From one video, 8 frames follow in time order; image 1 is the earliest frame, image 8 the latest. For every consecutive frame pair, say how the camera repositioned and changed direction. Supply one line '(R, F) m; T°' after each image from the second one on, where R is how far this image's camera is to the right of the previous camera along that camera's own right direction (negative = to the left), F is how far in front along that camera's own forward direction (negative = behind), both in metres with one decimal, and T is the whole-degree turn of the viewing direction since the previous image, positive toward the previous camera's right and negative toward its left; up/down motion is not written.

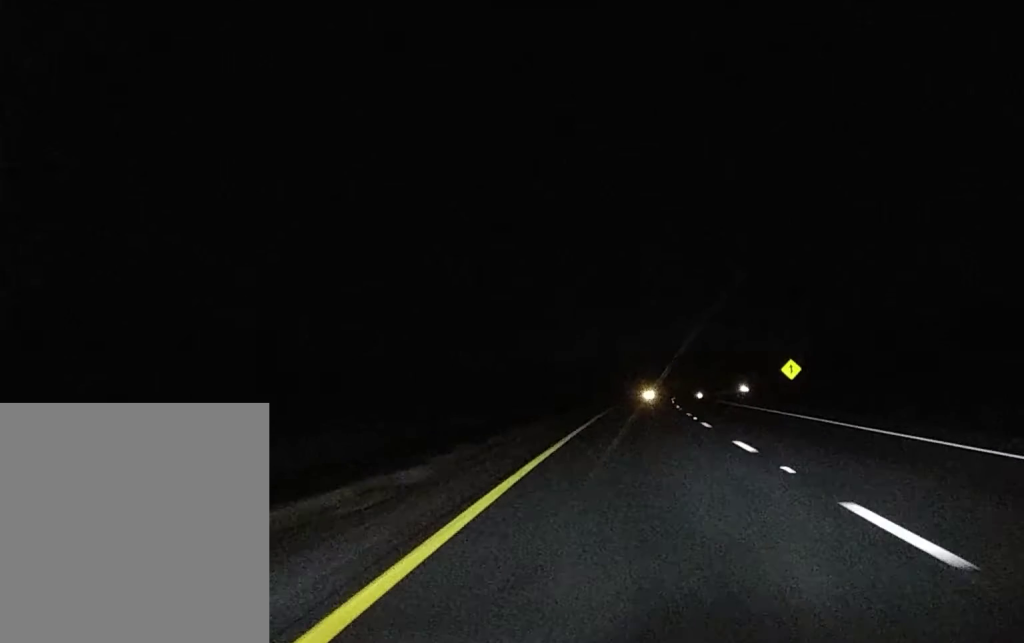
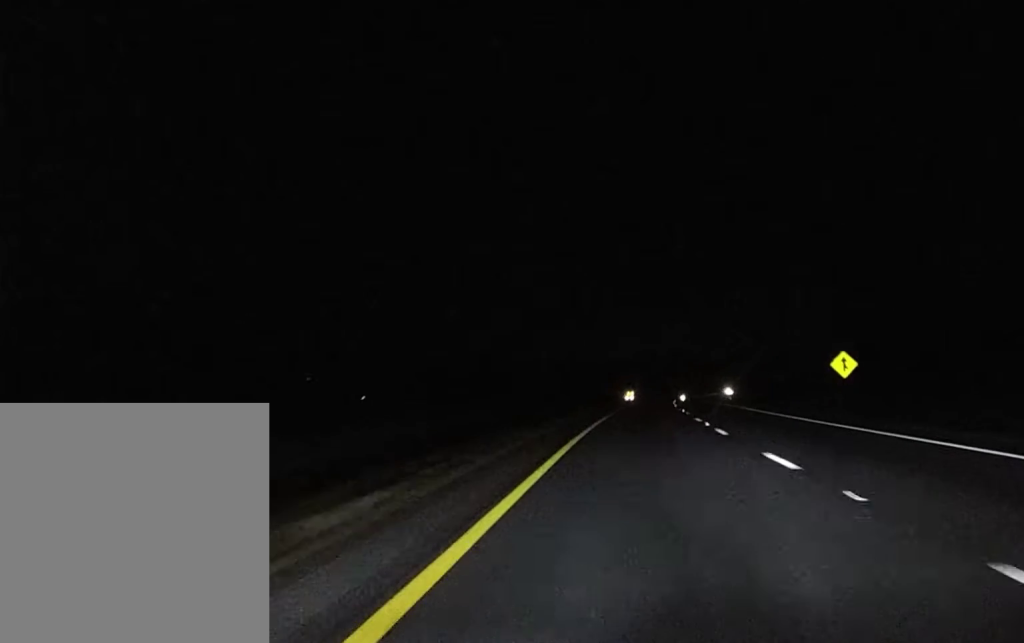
(+0.1, +26.5) m; +1°
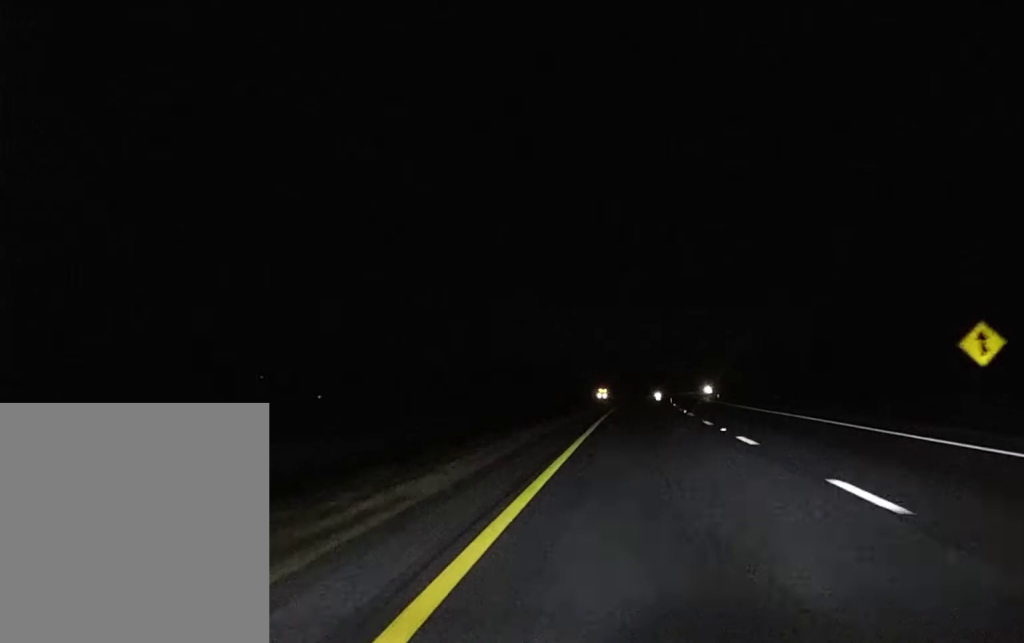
(+0.2, +30.7) m; +1°
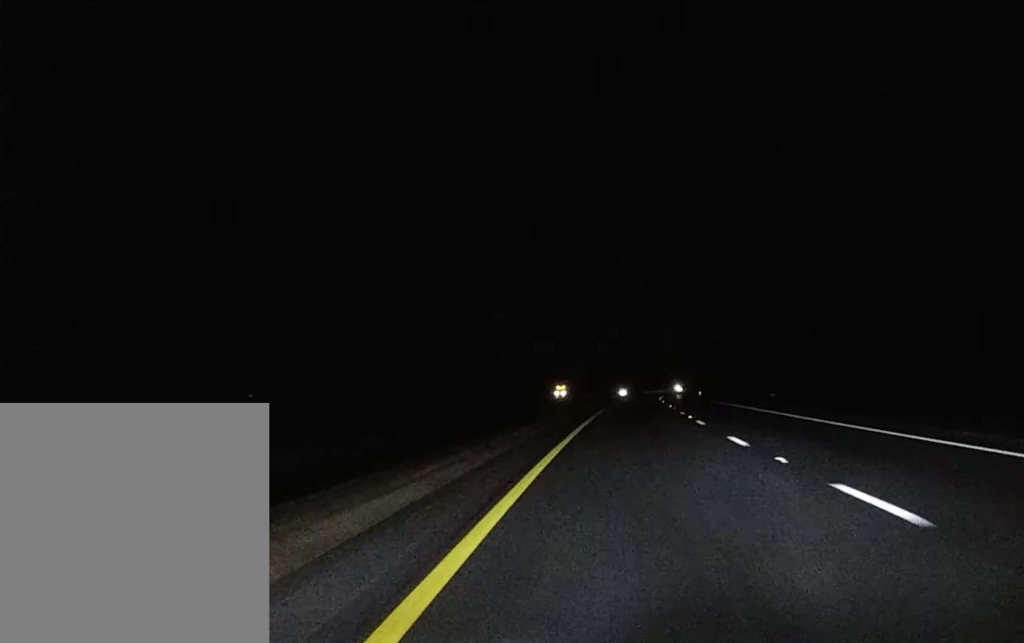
(+0.4, +37.0) m; +1°
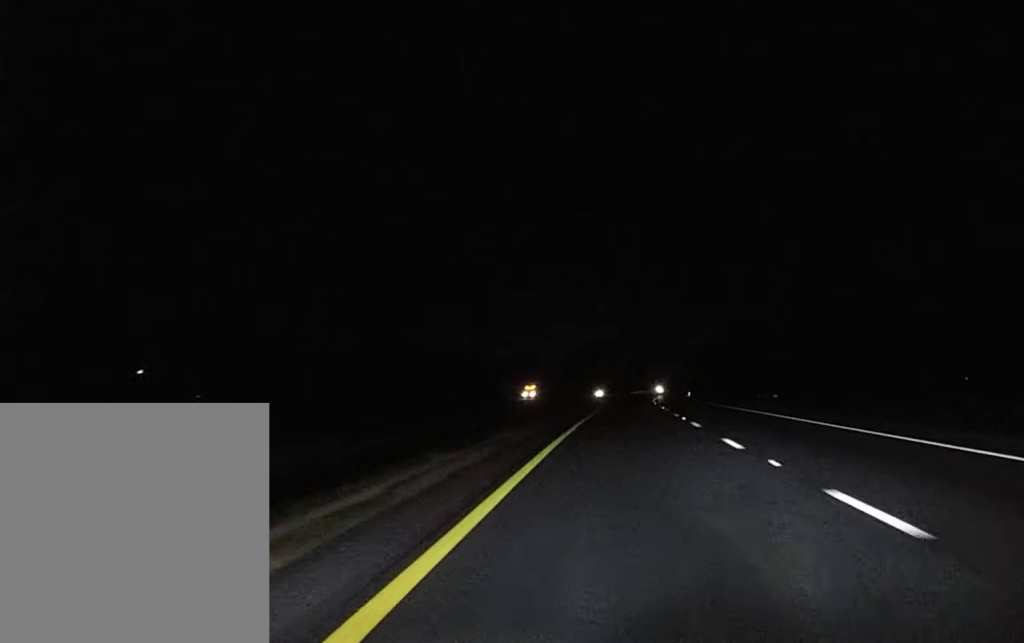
(+0.1, +25.6) m; 0°
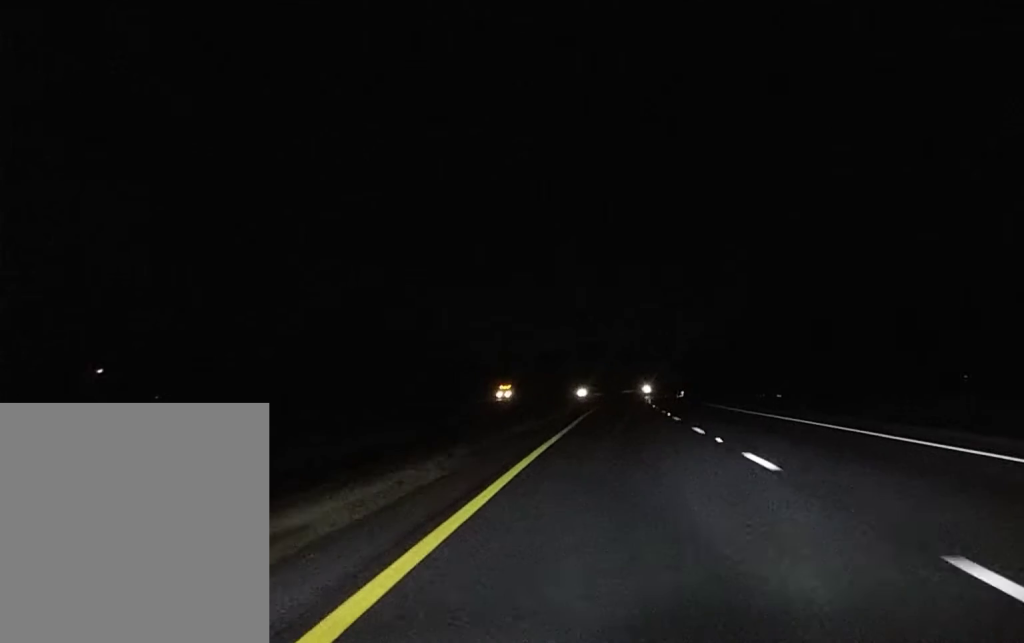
(0.0, +16.2) m; 0°
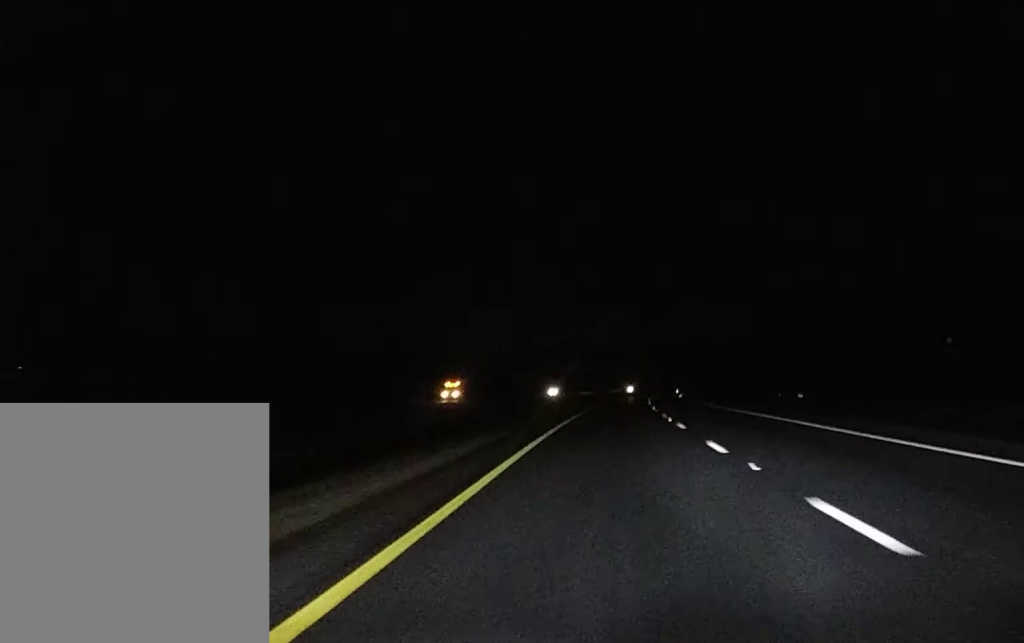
(+0.1, +32.5) m; 0°
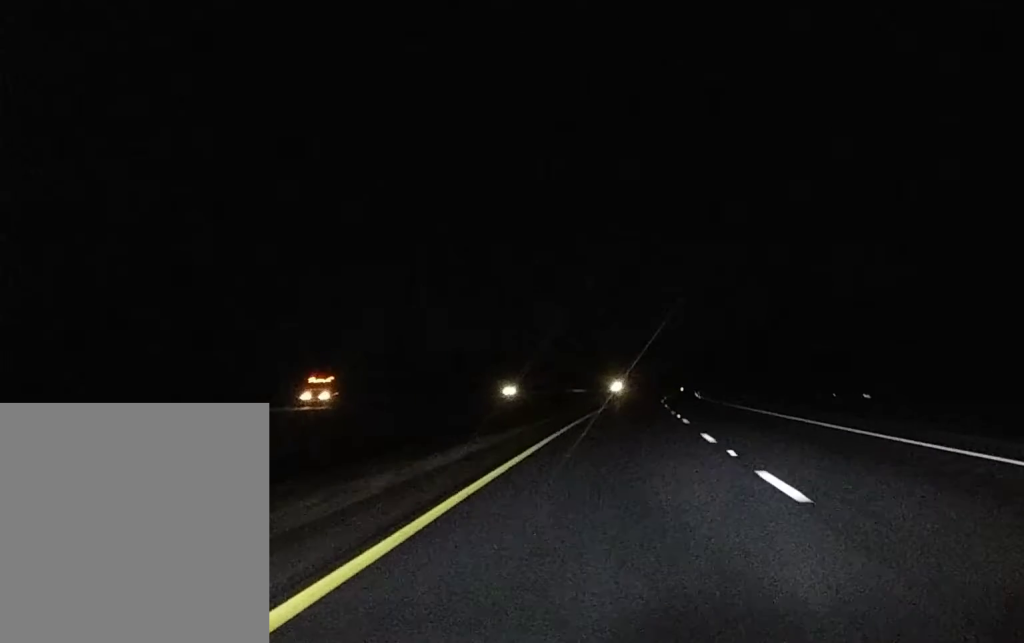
(+0.4, +44.1) m; +1°
